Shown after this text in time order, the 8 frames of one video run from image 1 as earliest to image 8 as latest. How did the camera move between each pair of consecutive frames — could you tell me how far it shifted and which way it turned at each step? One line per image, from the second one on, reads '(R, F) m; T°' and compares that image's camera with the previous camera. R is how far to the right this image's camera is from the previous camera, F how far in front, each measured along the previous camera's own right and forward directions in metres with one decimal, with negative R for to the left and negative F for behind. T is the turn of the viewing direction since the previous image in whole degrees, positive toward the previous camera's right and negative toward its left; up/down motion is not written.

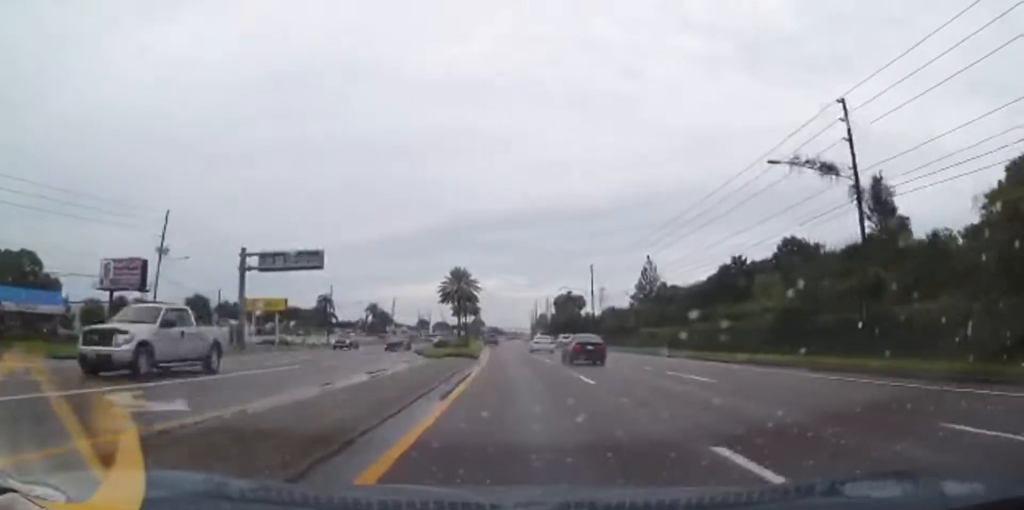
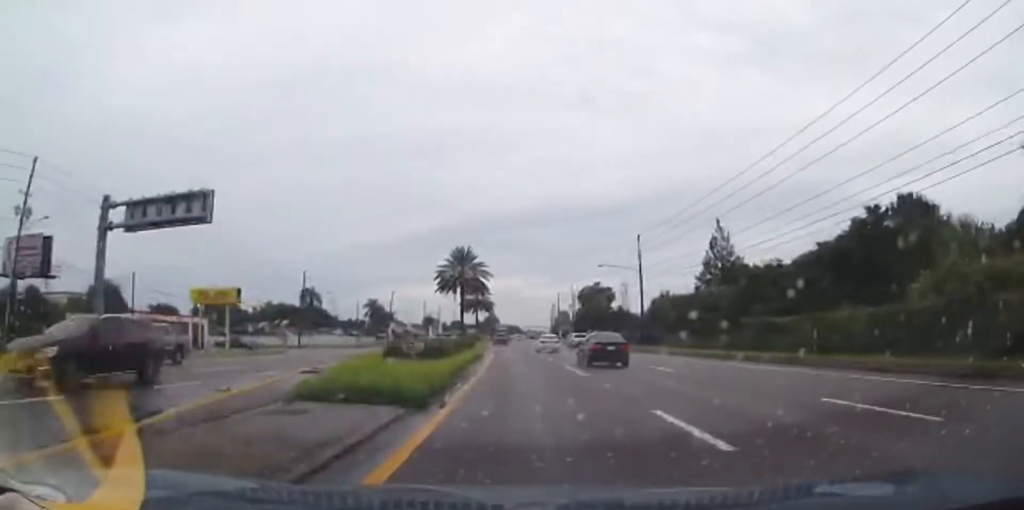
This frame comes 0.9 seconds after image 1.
(-0.5, +21.6) m; -3°
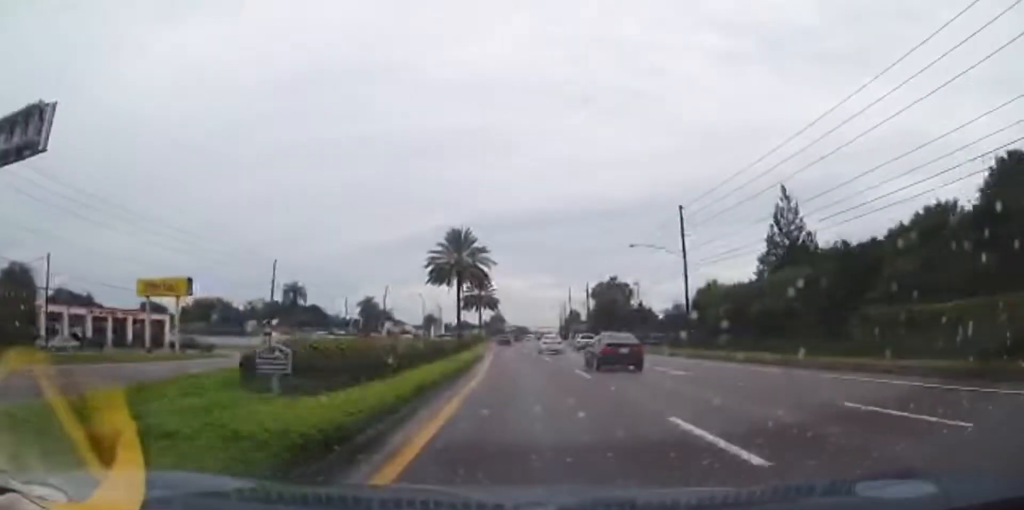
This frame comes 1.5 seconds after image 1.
(-0.2, +13.0) m; -2°
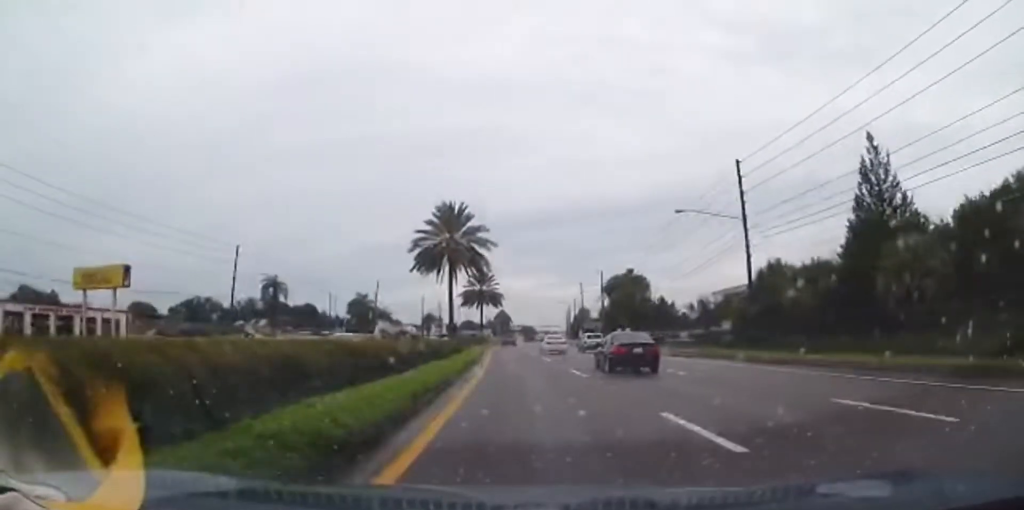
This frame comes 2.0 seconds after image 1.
(-0.1, +11.5) m; -1°
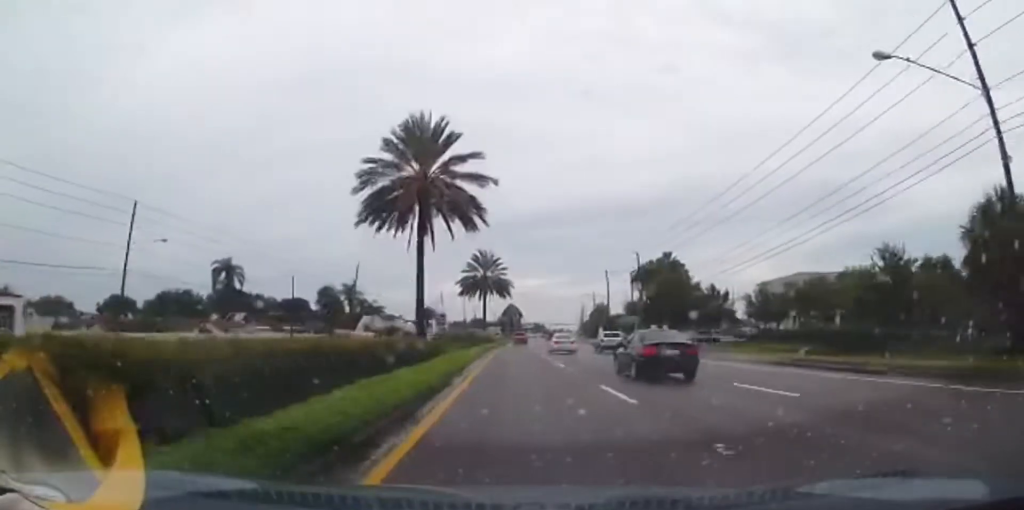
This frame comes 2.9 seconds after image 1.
(-0.4, +20.0) m; -1°
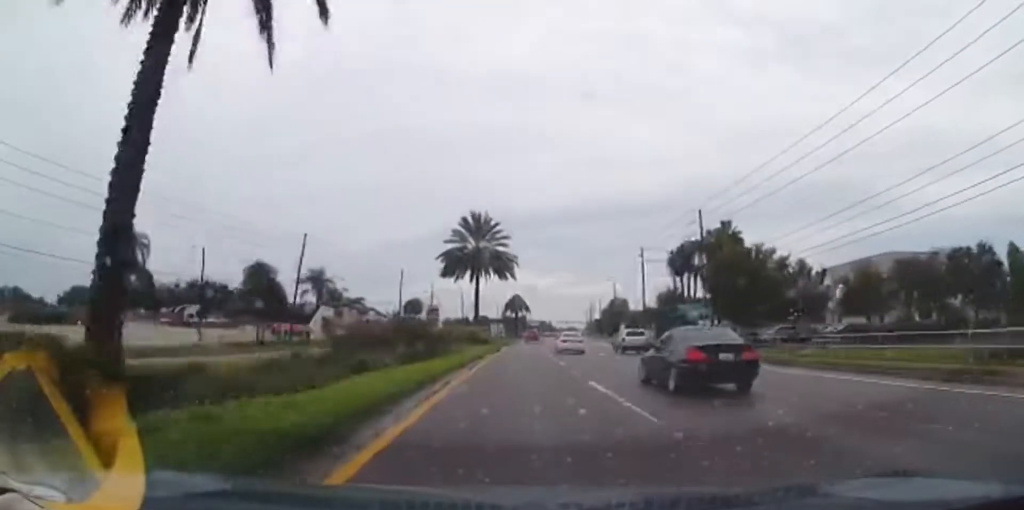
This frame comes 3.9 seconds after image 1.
(+0.1, +23.5) m; +1°
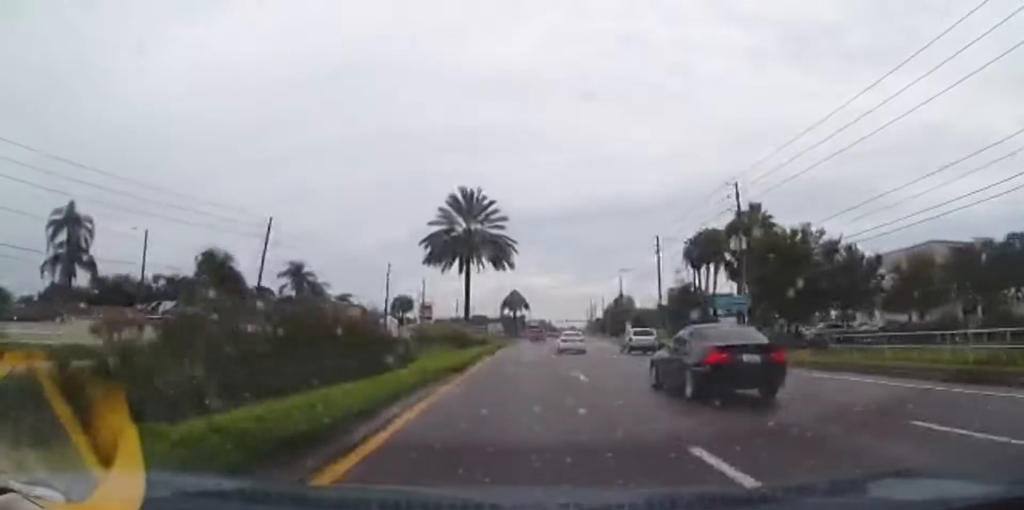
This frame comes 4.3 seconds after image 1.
(+0.2, +8.8) m; 0°
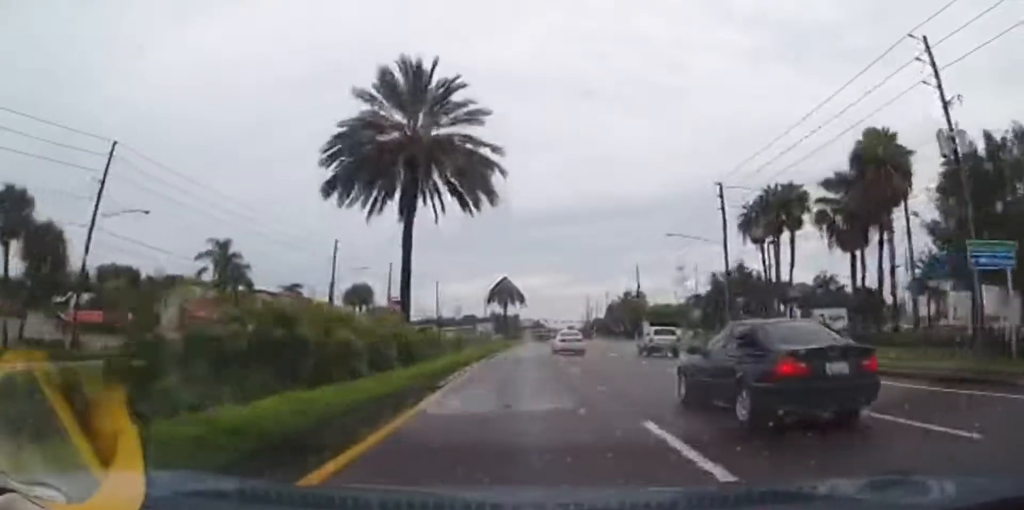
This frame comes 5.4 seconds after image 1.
(-0.1, +22.8) m; 0°
